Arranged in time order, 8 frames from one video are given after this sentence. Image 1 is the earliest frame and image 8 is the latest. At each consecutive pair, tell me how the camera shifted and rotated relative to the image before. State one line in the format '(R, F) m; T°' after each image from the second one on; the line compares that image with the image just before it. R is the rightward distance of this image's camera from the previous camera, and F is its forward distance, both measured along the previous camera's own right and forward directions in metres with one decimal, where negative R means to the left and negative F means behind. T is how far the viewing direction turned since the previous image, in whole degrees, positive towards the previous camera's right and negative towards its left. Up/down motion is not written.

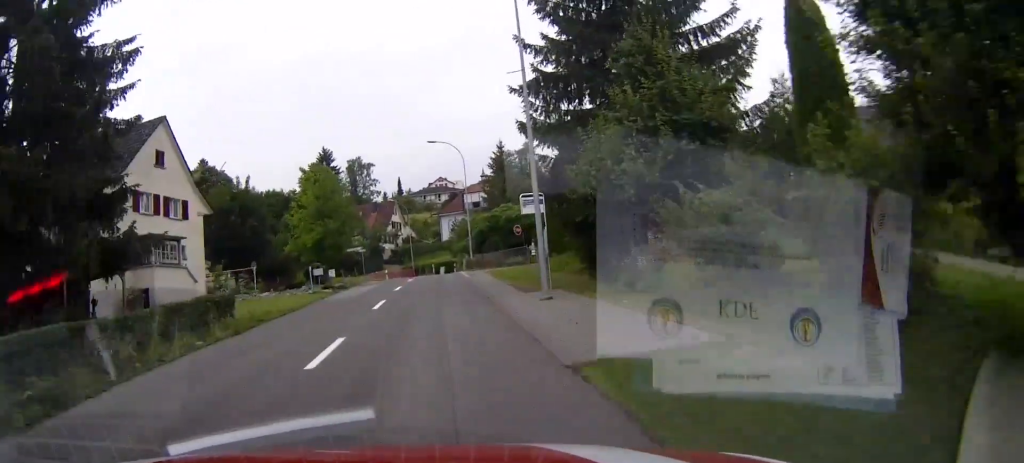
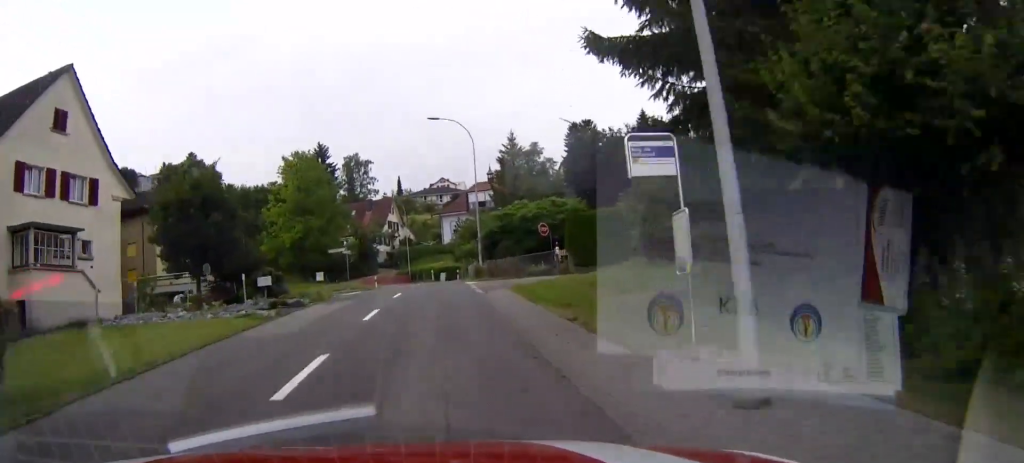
(0.0, +12.5) m; -1°
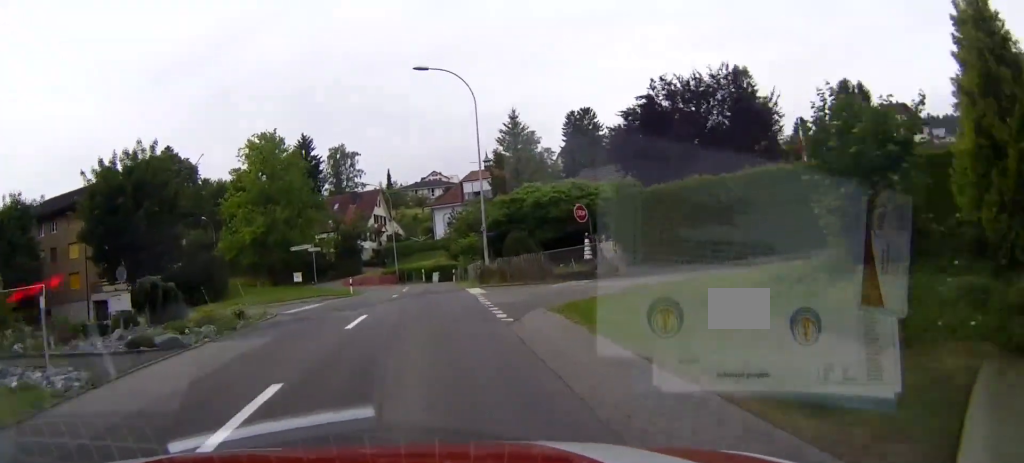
(+0.2, +12.3) m; -6°
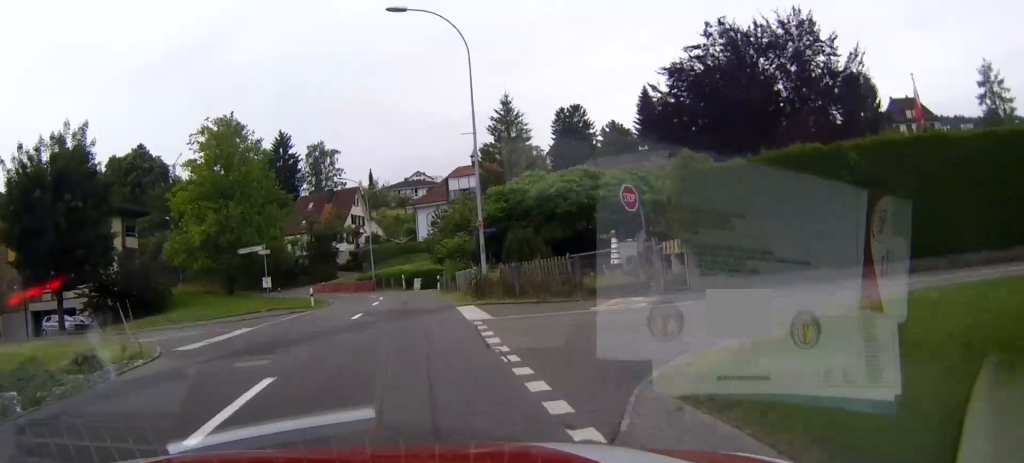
(-1.2, +9.0) m; -6°
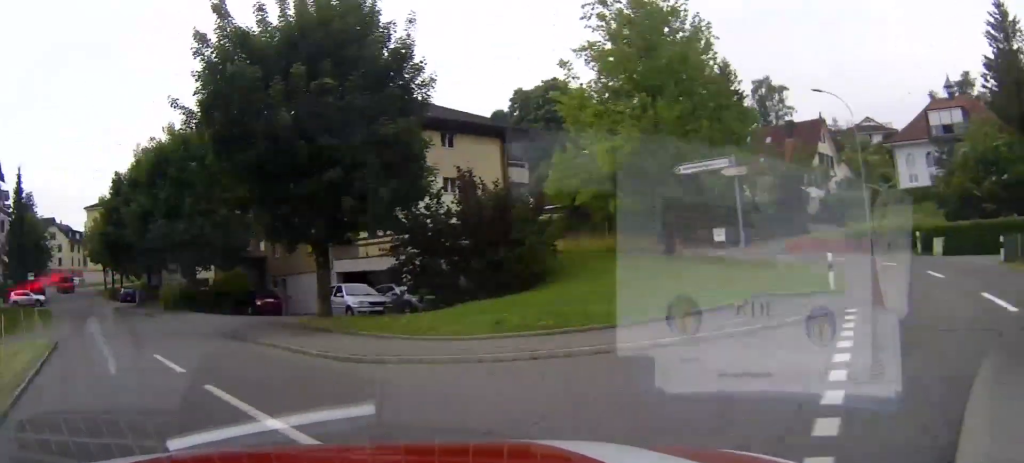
(-2.3, +19.8) m; -21°
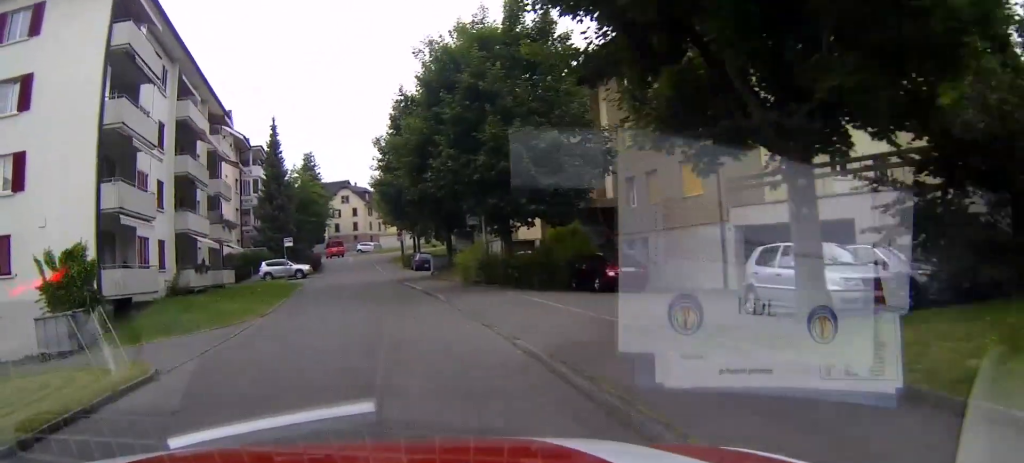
(-2.6, +10.1) m; -24°
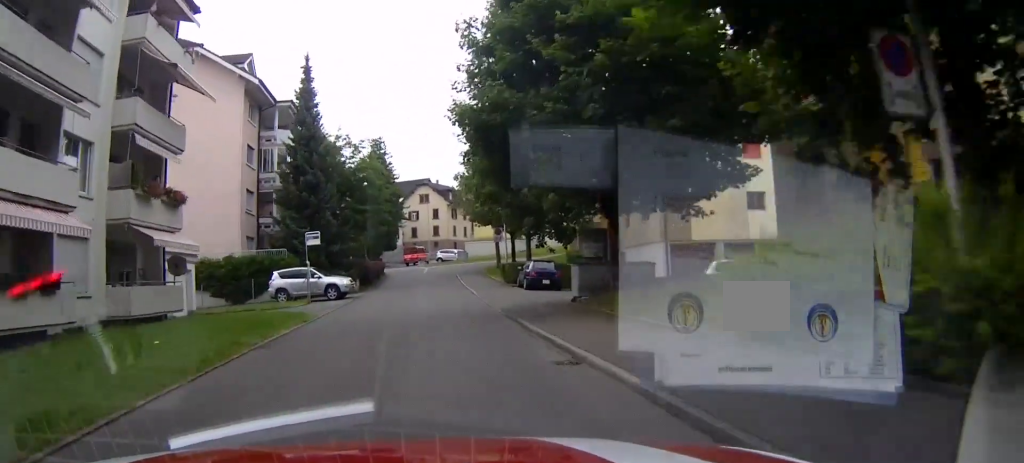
(-2.8, +17.6) m; -13°
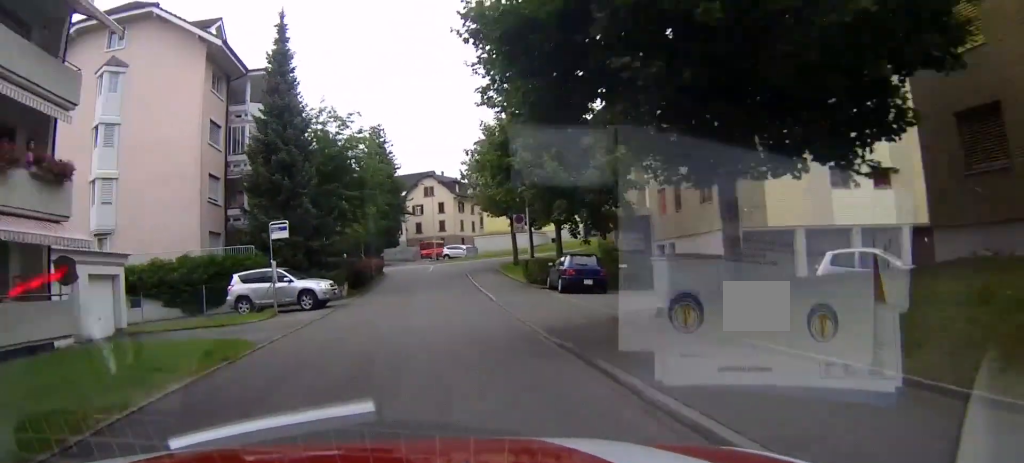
(-0.2, +6.7) m; -1°
